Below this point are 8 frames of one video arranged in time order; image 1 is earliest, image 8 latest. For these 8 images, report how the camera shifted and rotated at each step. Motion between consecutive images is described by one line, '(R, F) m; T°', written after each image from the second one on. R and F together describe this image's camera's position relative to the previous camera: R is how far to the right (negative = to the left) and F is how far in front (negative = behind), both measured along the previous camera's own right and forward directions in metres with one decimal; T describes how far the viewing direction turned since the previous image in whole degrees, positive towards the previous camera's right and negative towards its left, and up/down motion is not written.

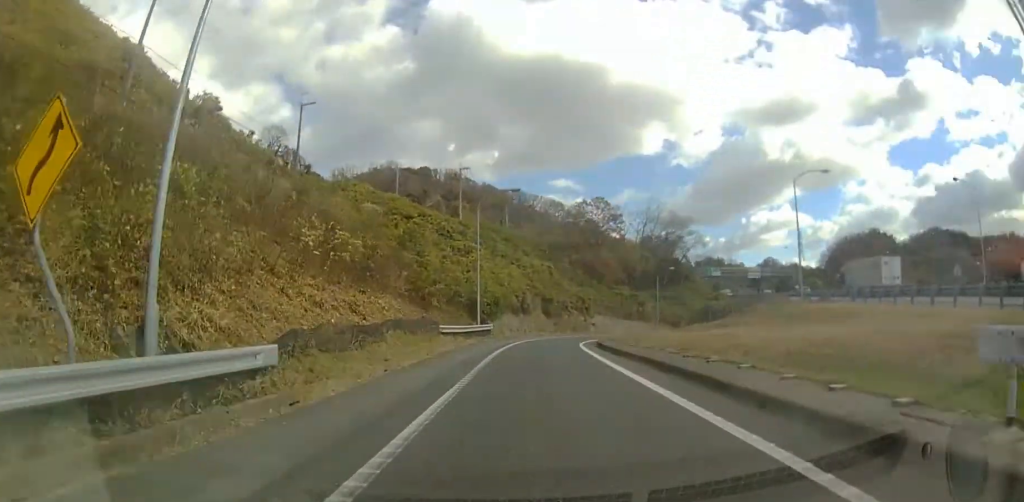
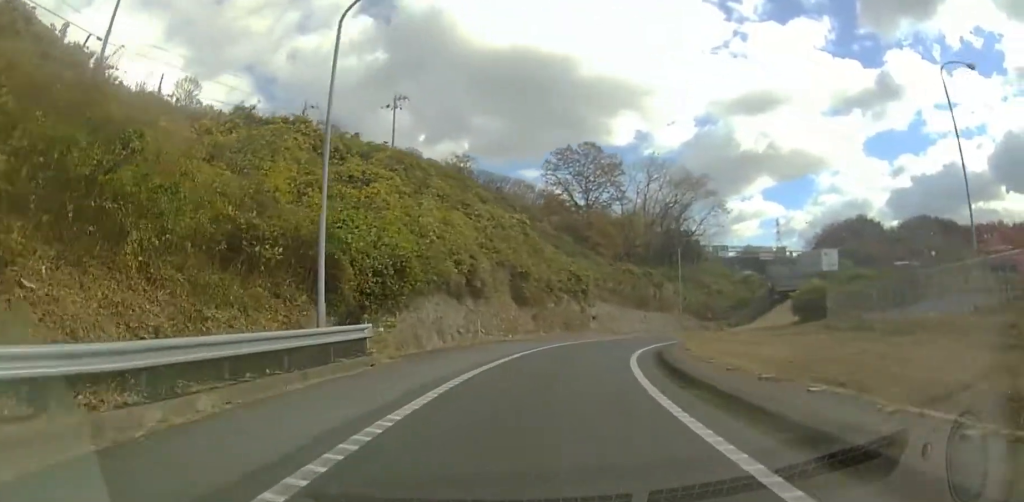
(+0.8, +26.2) m; +2°
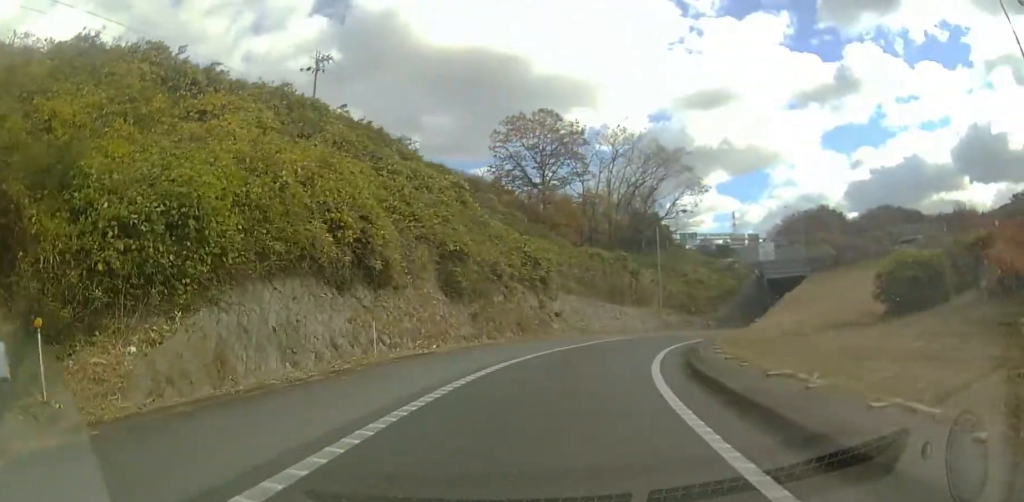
(+0.1, +10.8) m; +3°
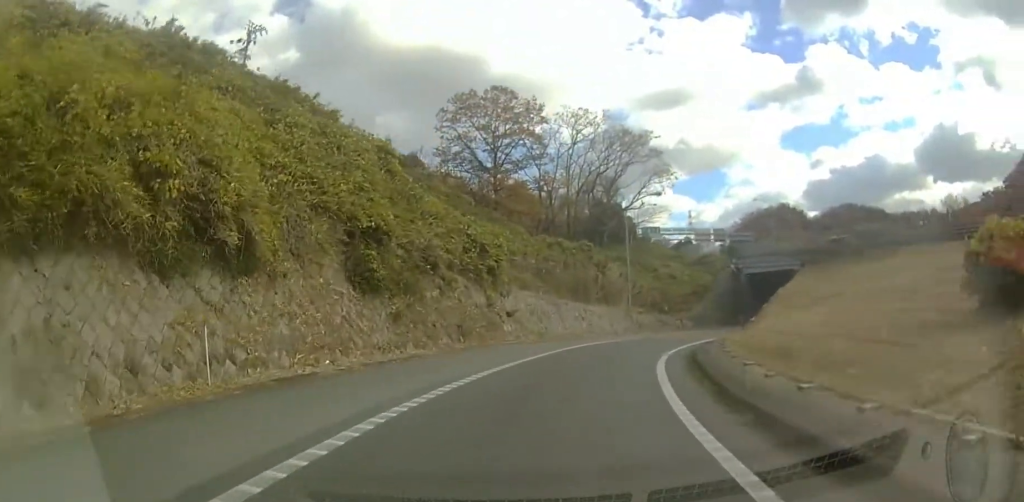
(+0.1, +6.9) m; +2°
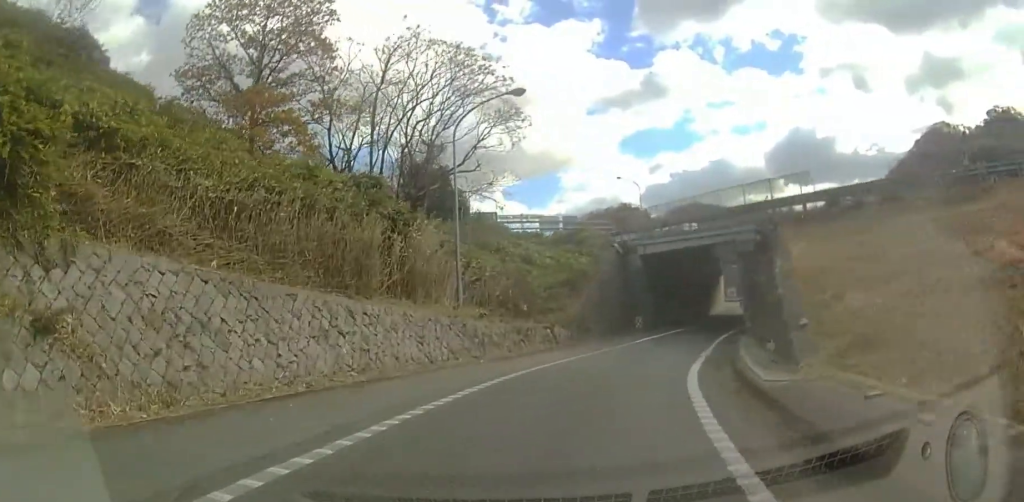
(+1.0, +19.9) m; +9°
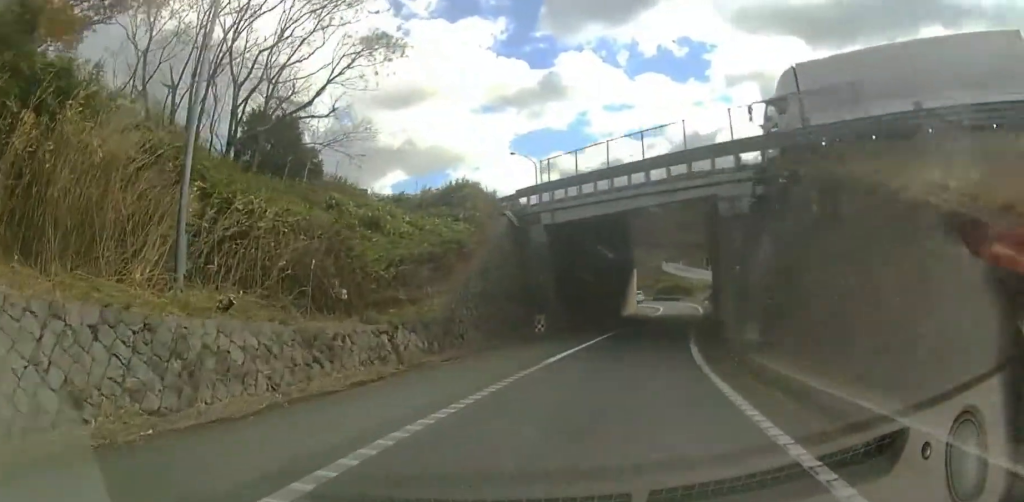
(+1.4, +11.8) m; +18°
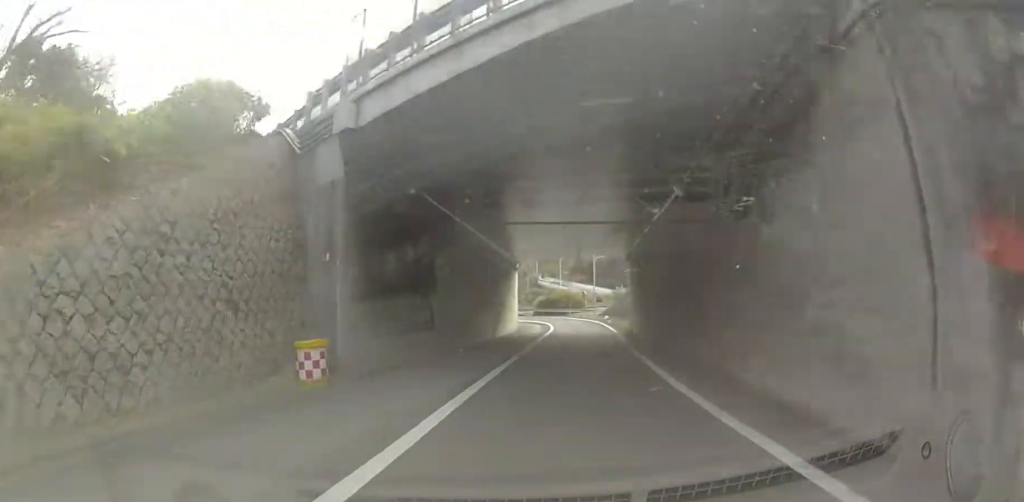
(+3.0, +12.8) m; +18°
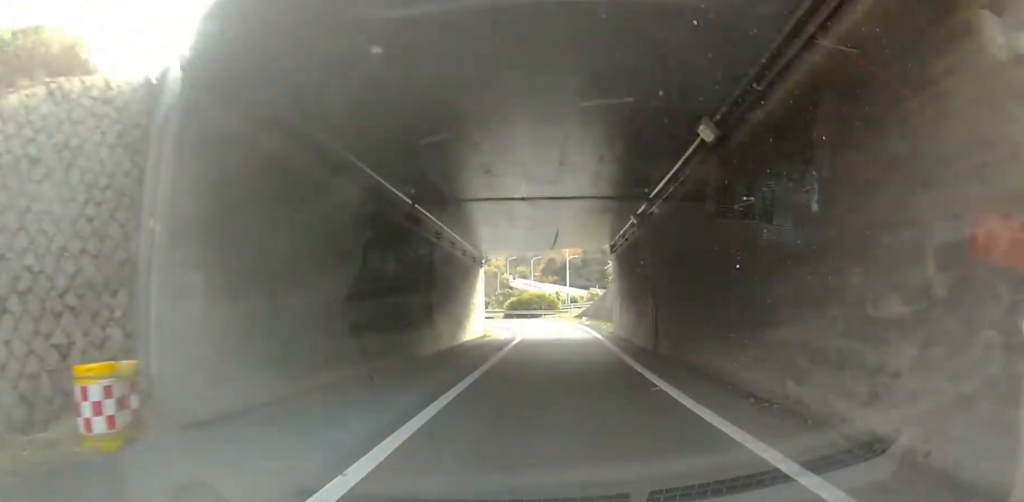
(+0.2, +4.8) m; +2°
